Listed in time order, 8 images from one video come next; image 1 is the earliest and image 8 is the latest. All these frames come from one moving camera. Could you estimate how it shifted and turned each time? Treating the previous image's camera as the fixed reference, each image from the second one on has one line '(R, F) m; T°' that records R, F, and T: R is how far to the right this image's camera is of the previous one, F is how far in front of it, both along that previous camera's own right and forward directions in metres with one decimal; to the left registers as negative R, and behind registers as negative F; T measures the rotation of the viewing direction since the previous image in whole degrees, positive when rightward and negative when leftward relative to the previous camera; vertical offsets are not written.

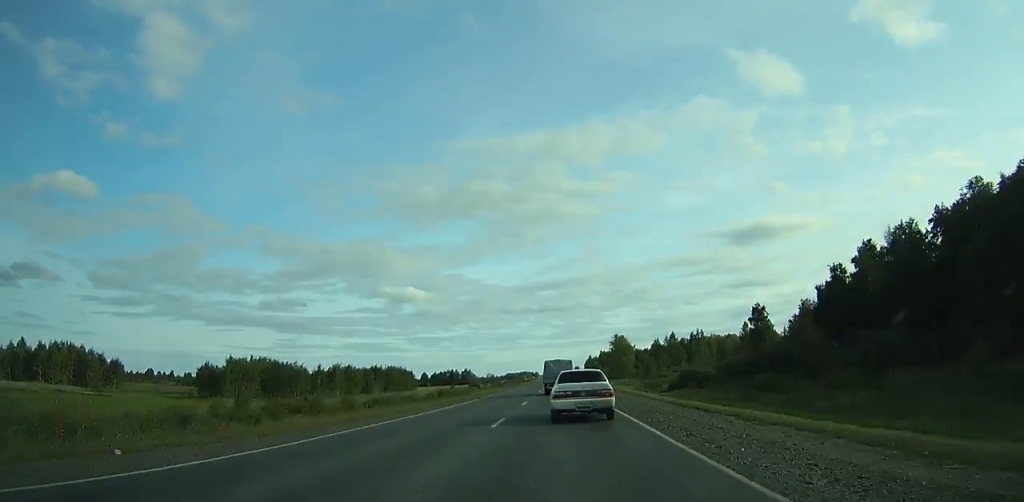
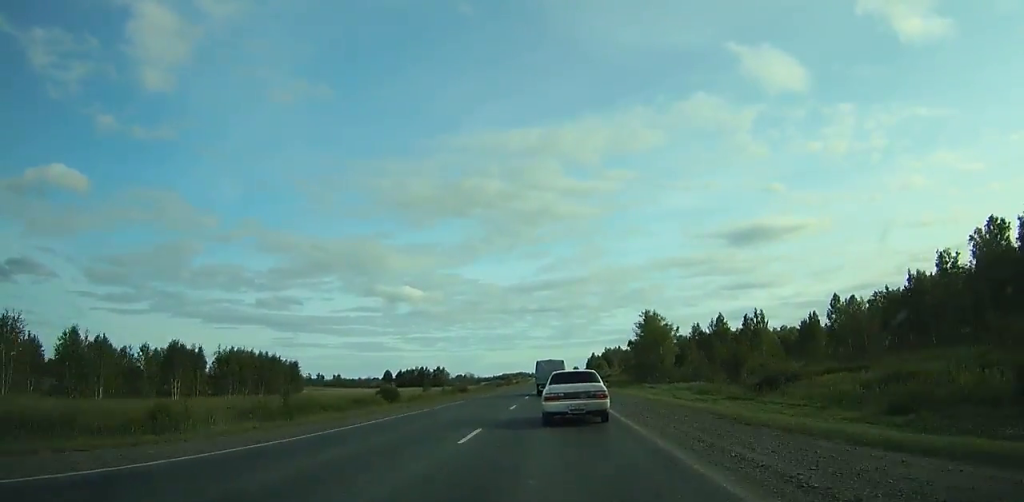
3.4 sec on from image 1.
(-0.1, +74.1) m; 0°
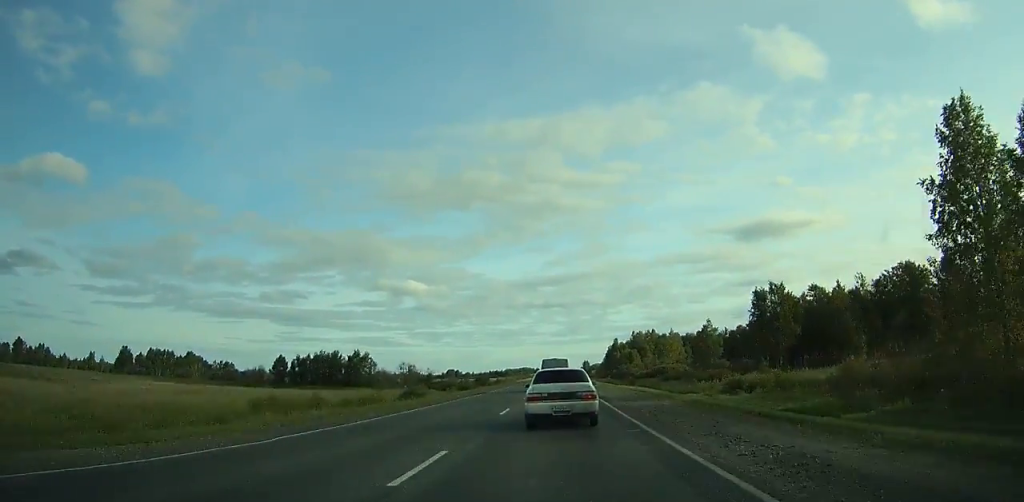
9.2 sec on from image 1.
(0.0, +124.3) m; 0°
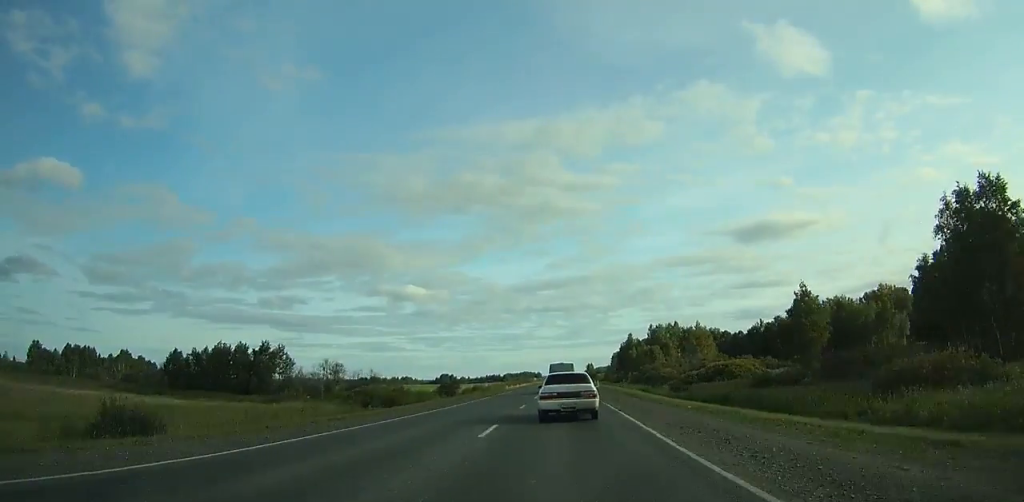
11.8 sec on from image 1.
(-0.1, +55.6) m; 0°
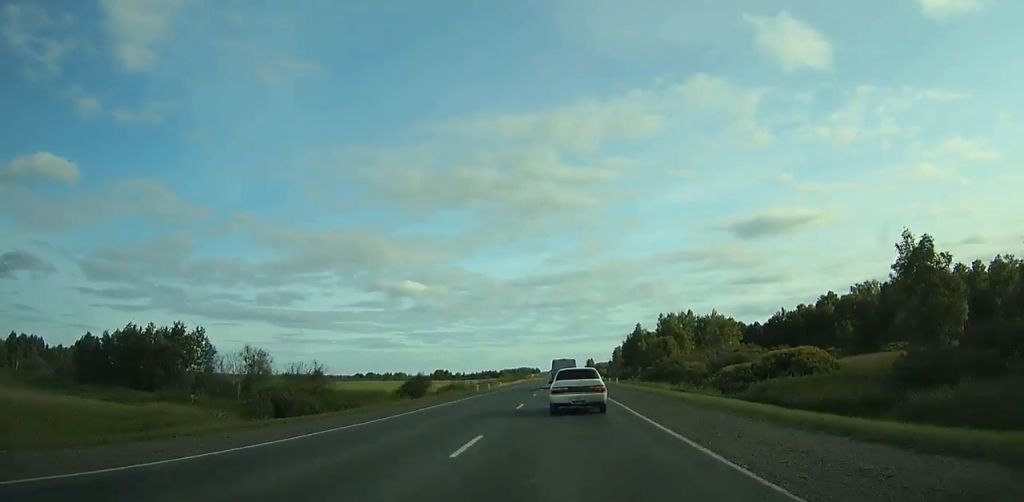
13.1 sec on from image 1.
(0.0, +28.1) m; 0°
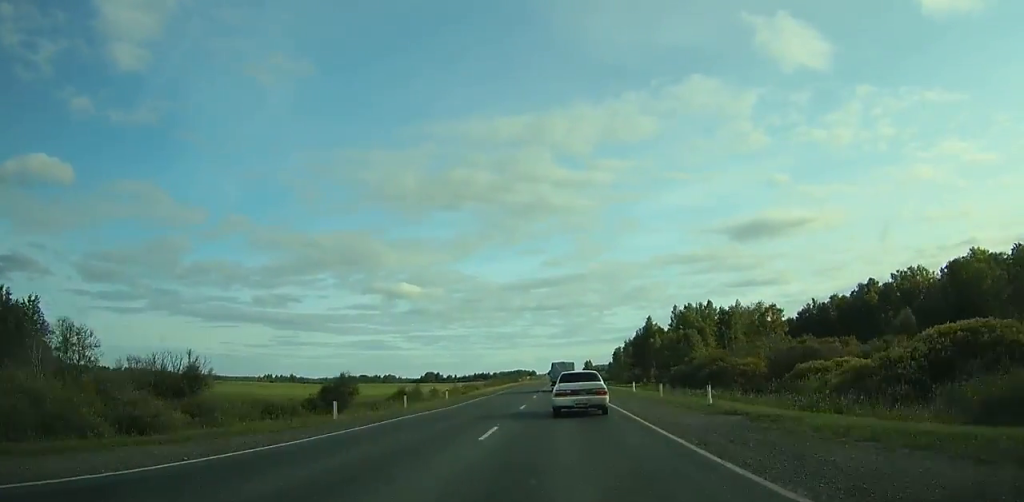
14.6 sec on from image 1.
(0.0, +32.7) m; 0°
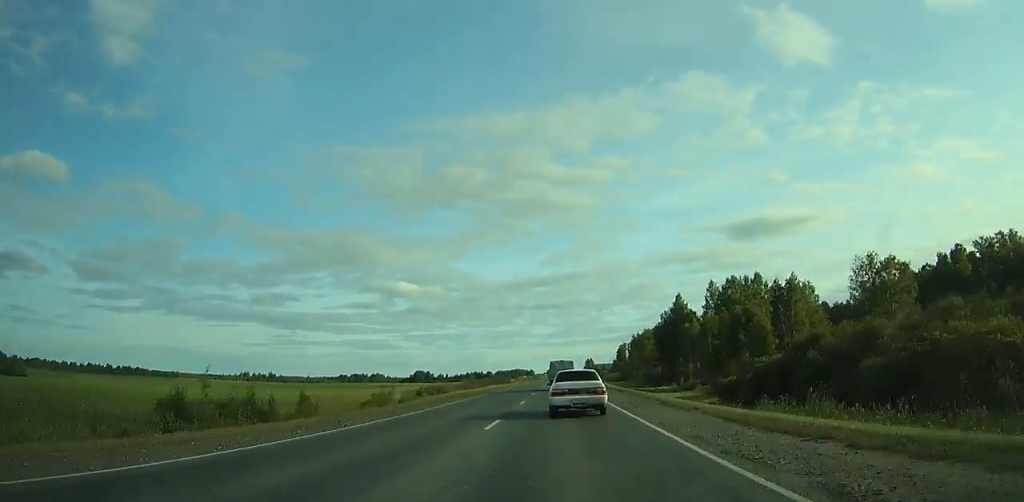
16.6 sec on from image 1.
(+0.1, +44.1) m; 0°
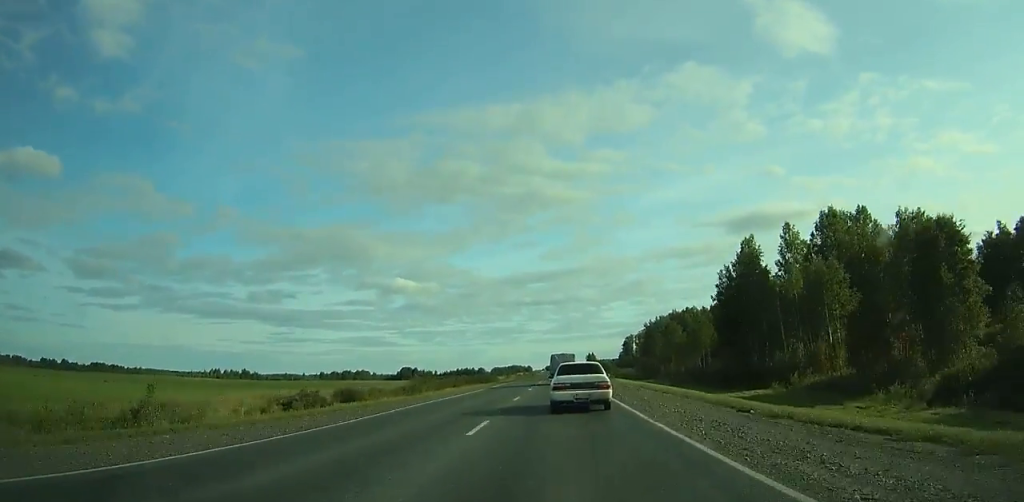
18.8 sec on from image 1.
(0.0, +49.0) m; 0°
